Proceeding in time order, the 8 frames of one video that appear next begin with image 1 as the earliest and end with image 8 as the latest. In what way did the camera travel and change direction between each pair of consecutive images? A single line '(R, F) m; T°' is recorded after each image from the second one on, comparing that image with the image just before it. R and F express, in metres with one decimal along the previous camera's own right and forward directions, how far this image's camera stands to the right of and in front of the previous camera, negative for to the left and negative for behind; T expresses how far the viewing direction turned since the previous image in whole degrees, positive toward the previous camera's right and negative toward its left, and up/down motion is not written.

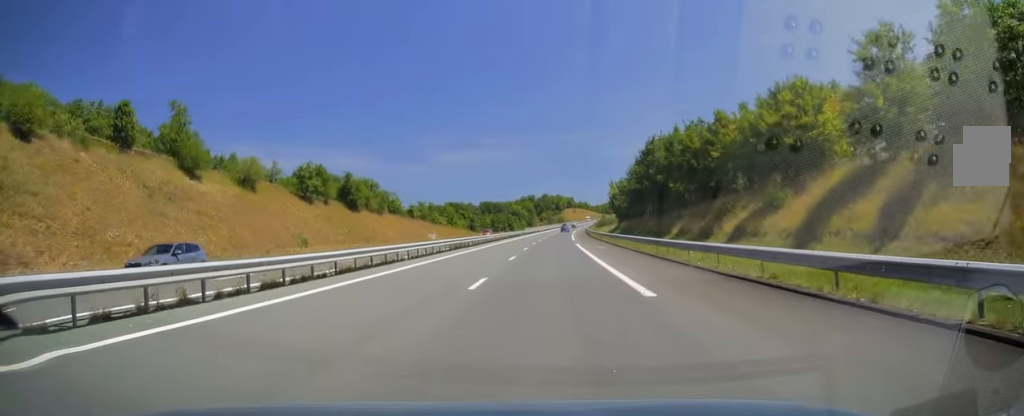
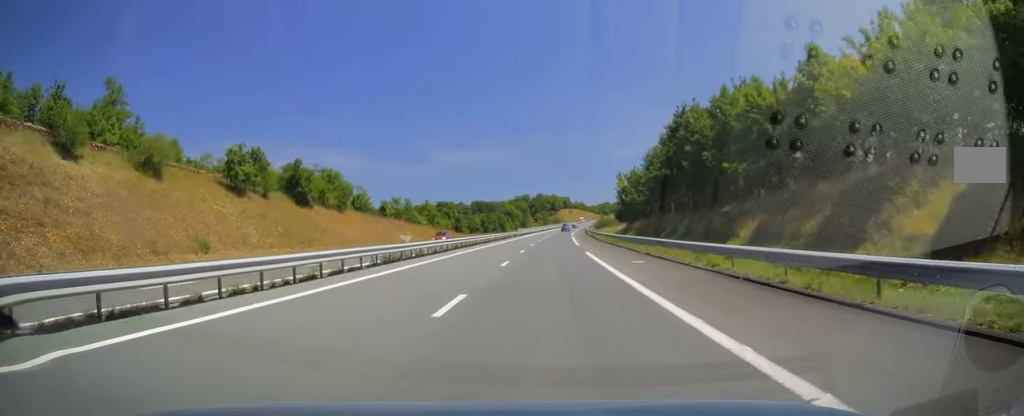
(0.0, +17.3) m; 0°
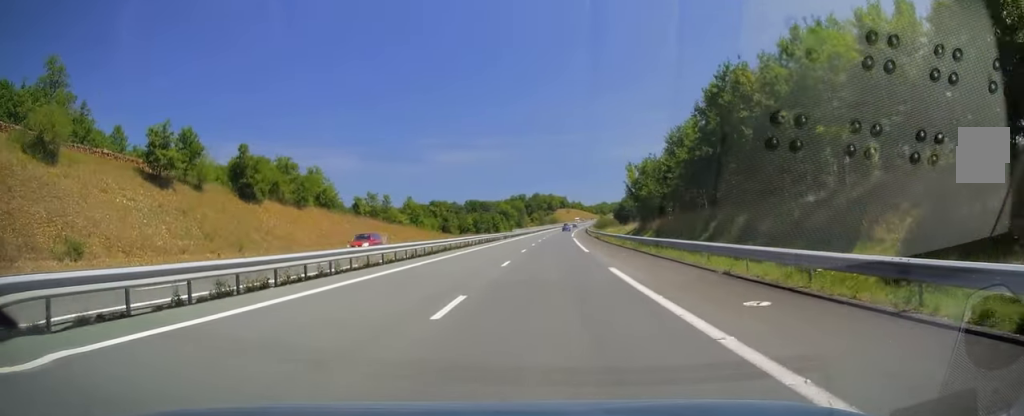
(-0.1, +13.2) m; 0°
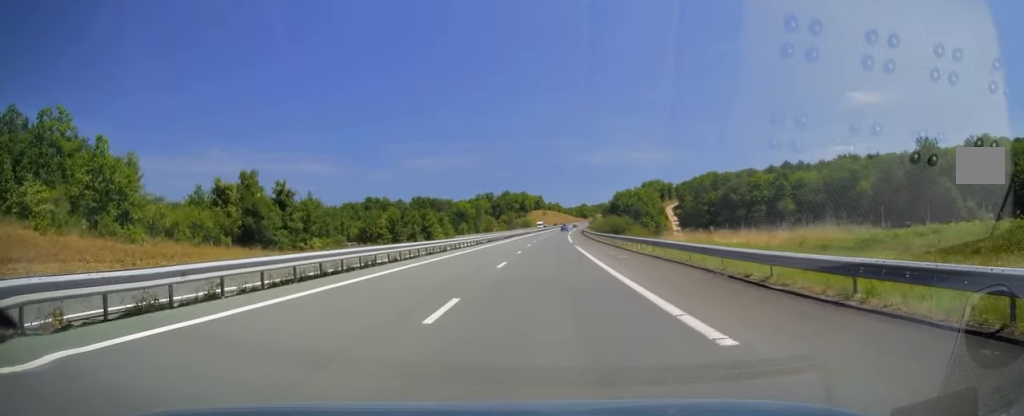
(+2.4, +78.6) m; +3°
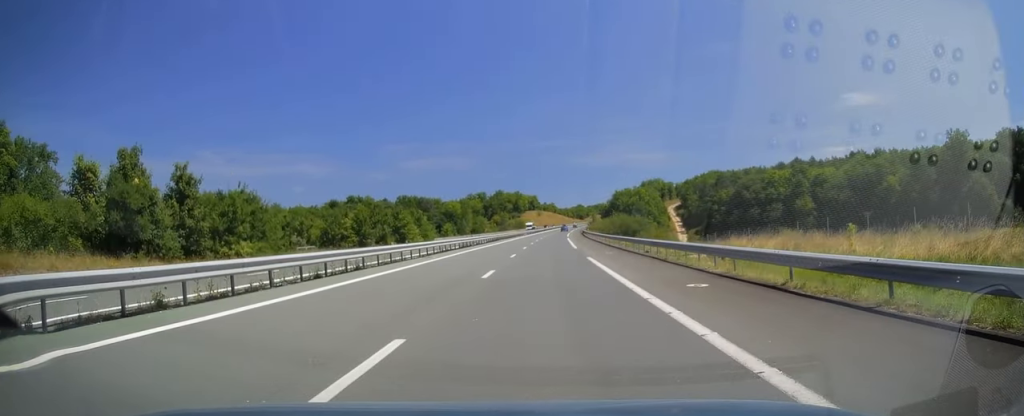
(+0.2, +17.4) m; 0°
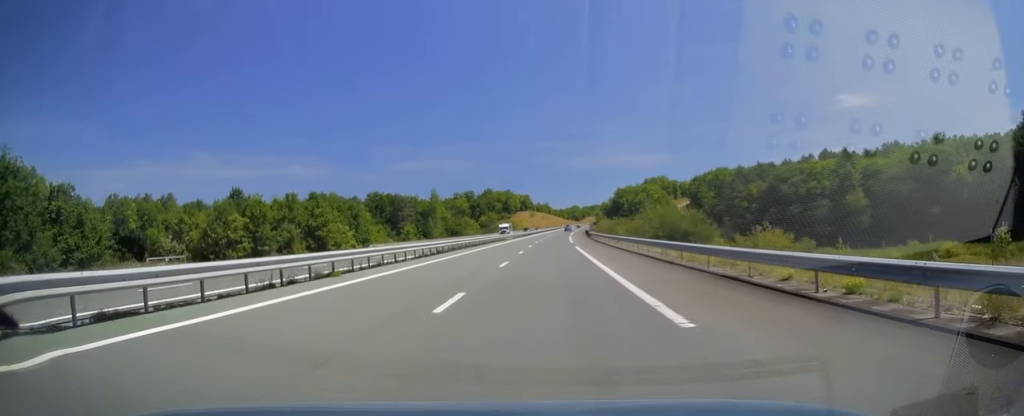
(-0.1, +33.1) m; +1°
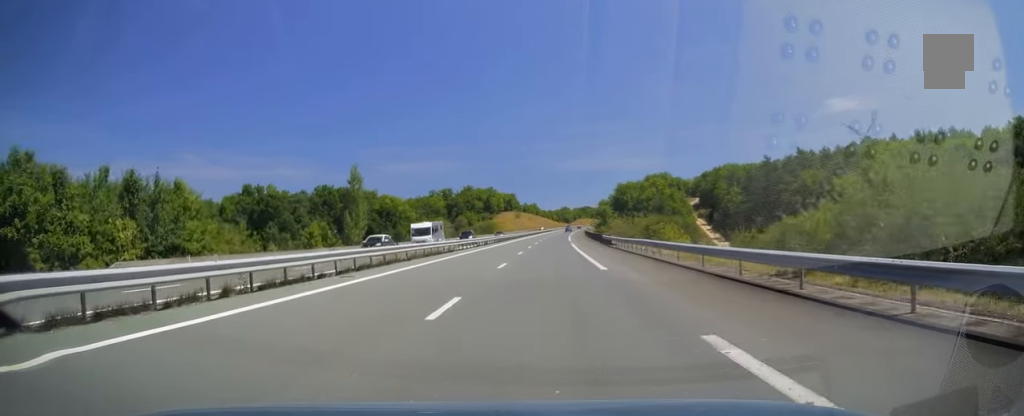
(+0.7, +39.4) m; +1°
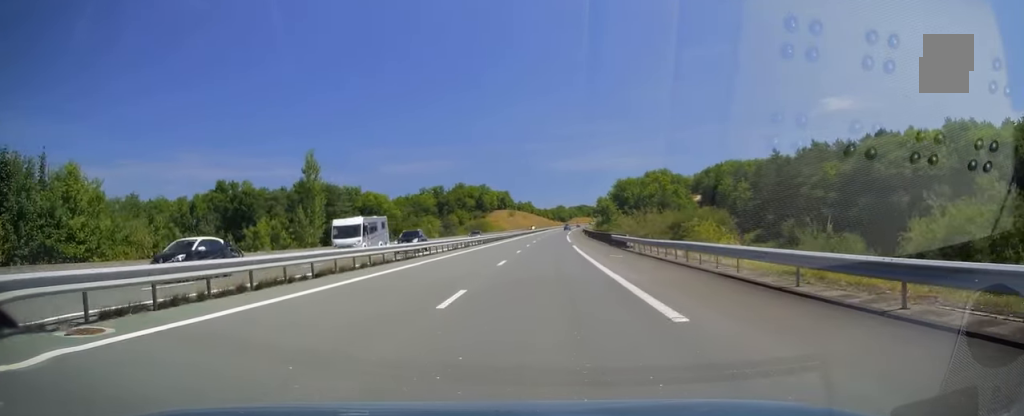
(-0.1, +11.8) m; 0°
